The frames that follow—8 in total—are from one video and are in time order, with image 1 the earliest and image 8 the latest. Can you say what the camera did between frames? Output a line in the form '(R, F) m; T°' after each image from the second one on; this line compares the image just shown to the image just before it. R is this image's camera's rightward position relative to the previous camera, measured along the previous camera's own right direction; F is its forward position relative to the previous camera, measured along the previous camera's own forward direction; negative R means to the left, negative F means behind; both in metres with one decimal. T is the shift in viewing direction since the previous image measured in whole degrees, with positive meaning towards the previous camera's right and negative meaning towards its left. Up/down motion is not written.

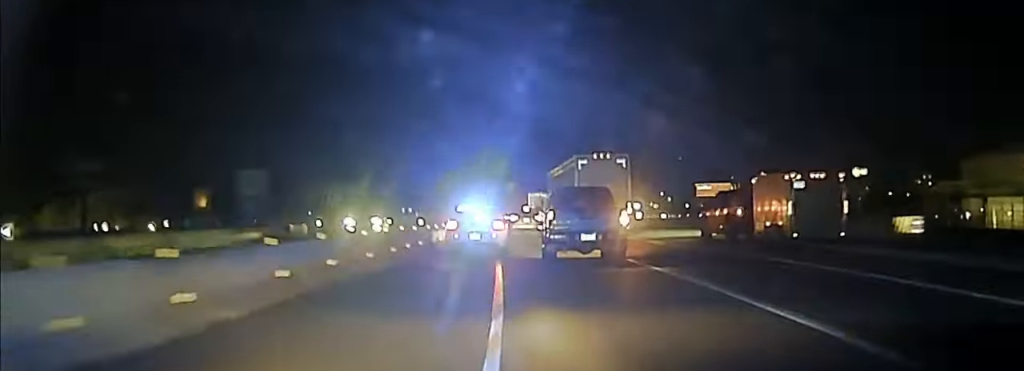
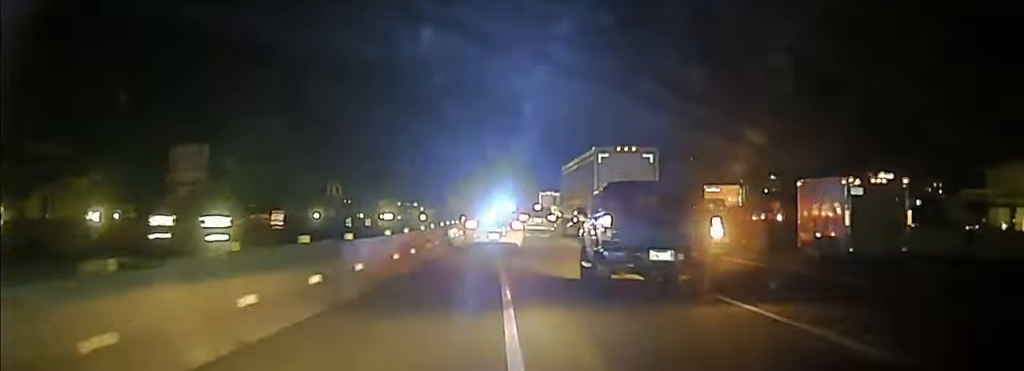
(-0.6, +15.6) m; -2°
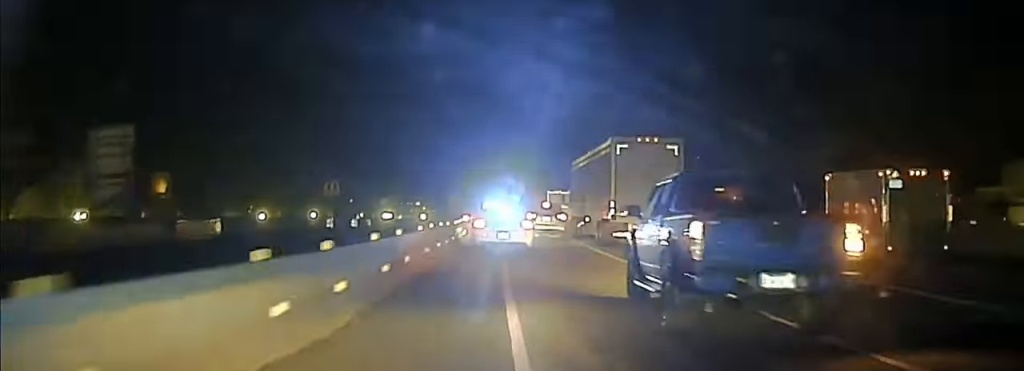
(-0.2, +11.8) m; -1°
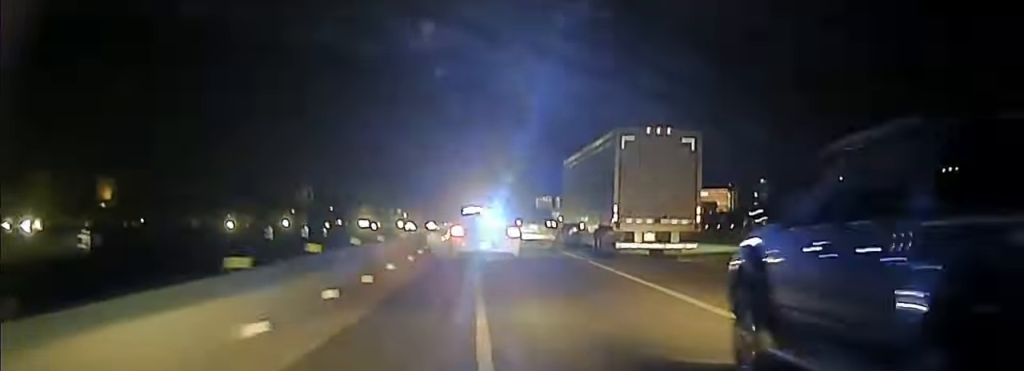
(-0.2, +14.0) m; -1°
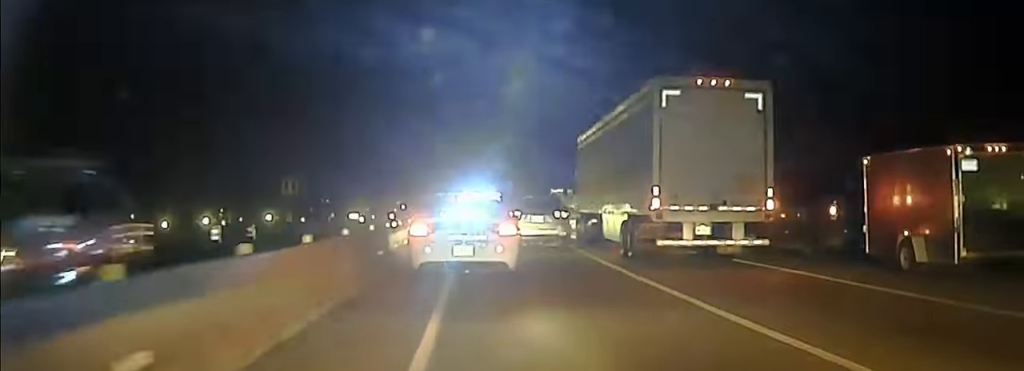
(0.0, +21.7) m; +1°
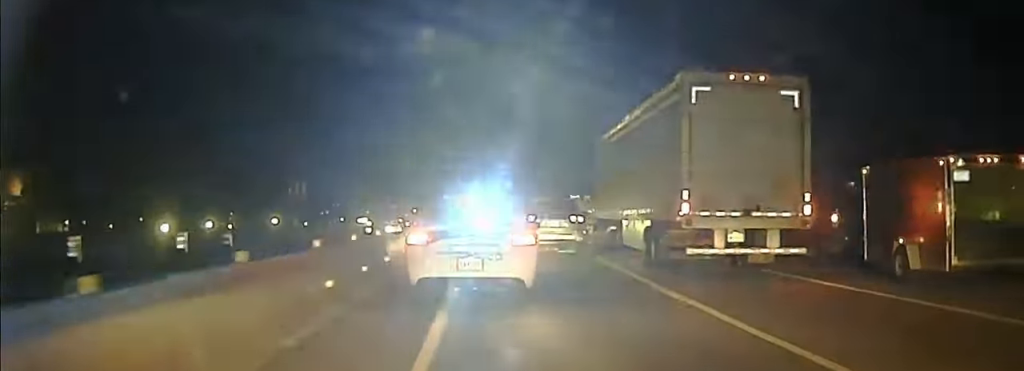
(+0.1, +8.0) m; +1°
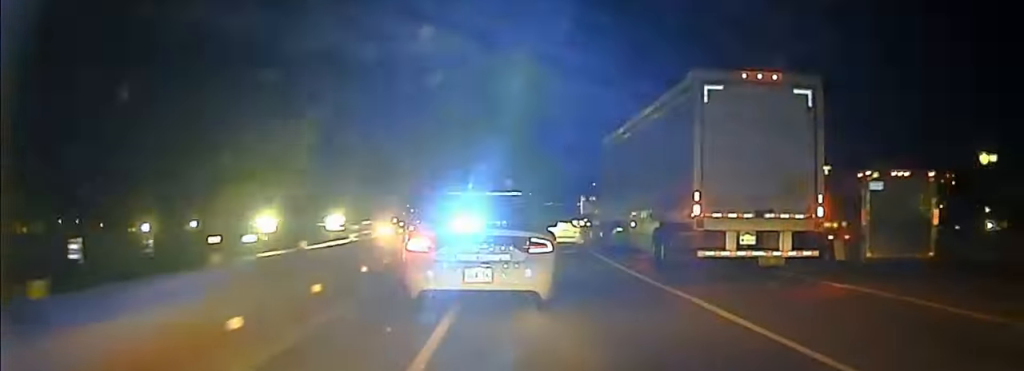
(+0.2, +12.3) m; +1°
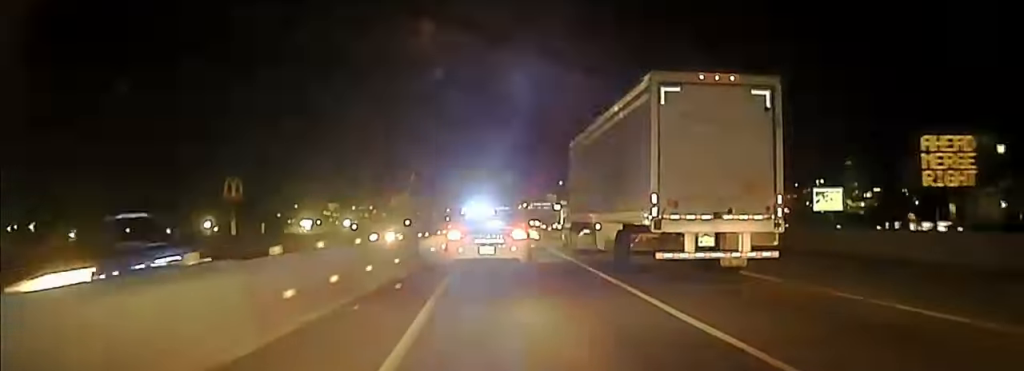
(+0.2, +18.2) m; +1°
